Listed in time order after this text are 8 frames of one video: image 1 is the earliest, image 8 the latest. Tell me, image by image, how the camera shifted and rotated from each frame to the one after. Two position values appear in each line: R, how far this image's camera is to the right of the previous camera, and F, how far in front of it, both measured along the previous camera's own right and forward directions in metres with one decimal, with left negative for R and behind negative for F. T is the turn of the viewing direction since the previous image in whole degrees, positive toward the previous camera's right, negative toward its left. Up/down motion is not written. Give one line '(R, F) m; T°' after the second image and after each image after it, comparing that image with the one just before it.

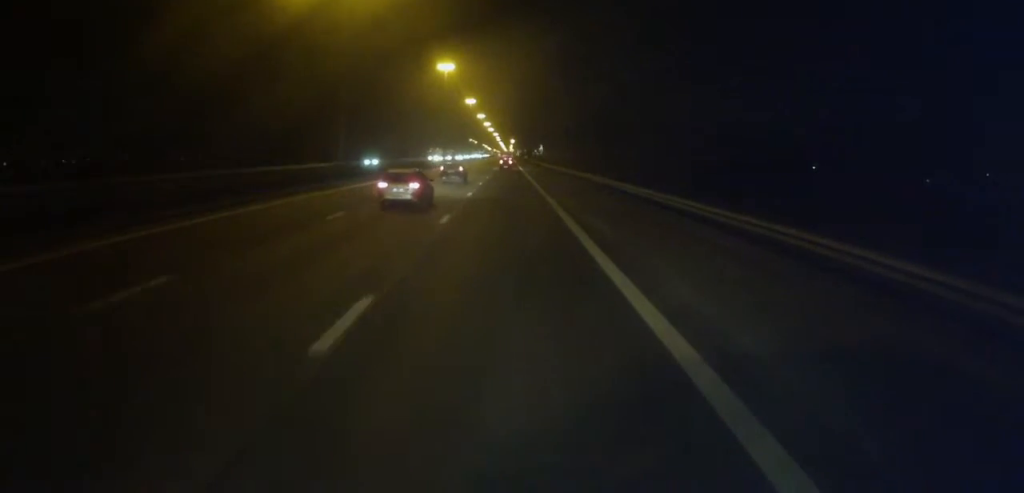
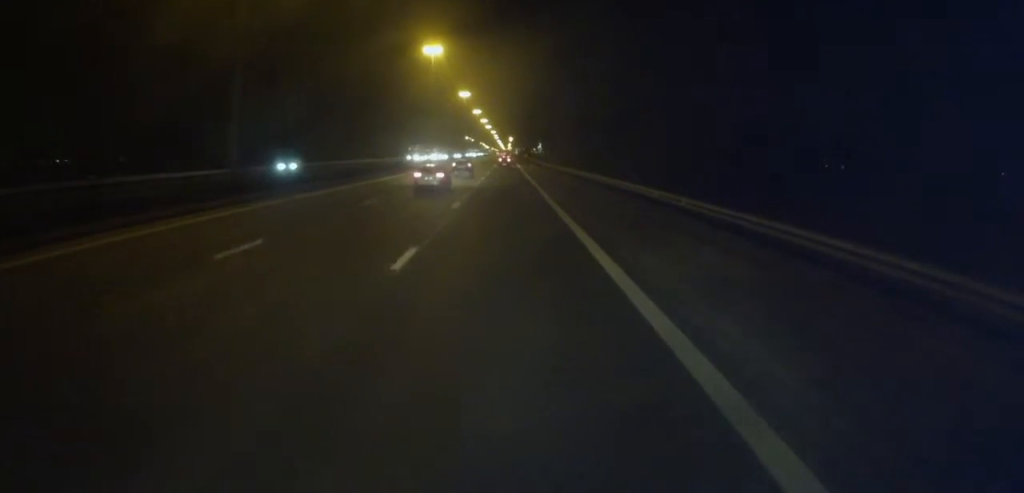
(-0.2, +20.4) m; 0°
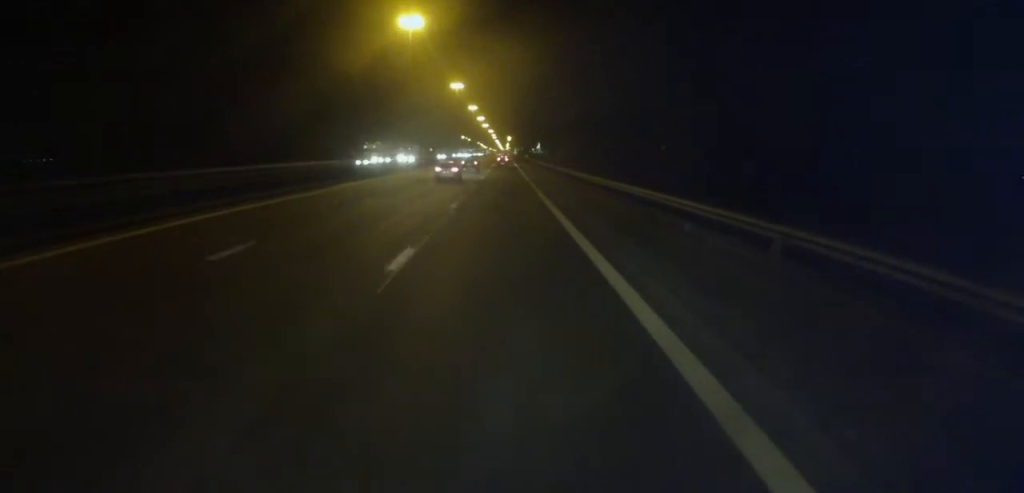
(+0.4, +25.1) m; 0°
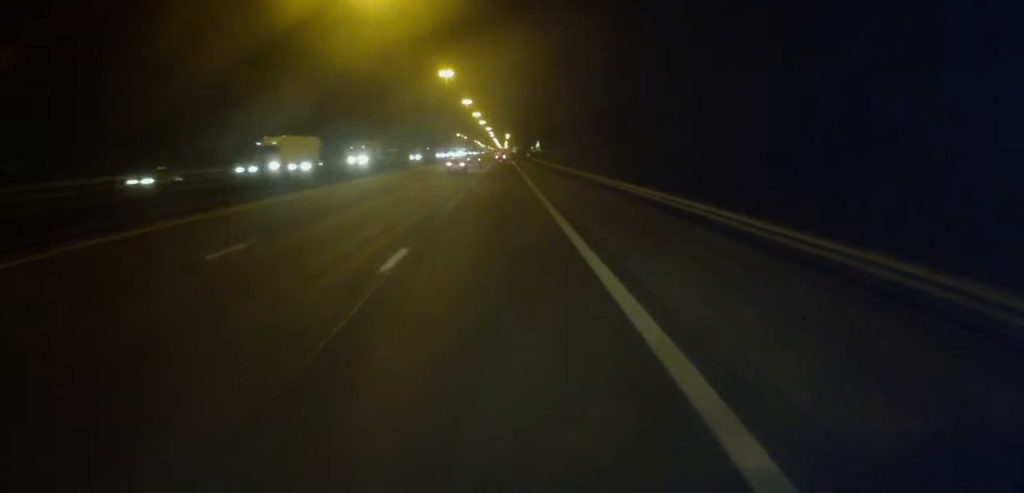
(-0.3, +25.1) m; 0°
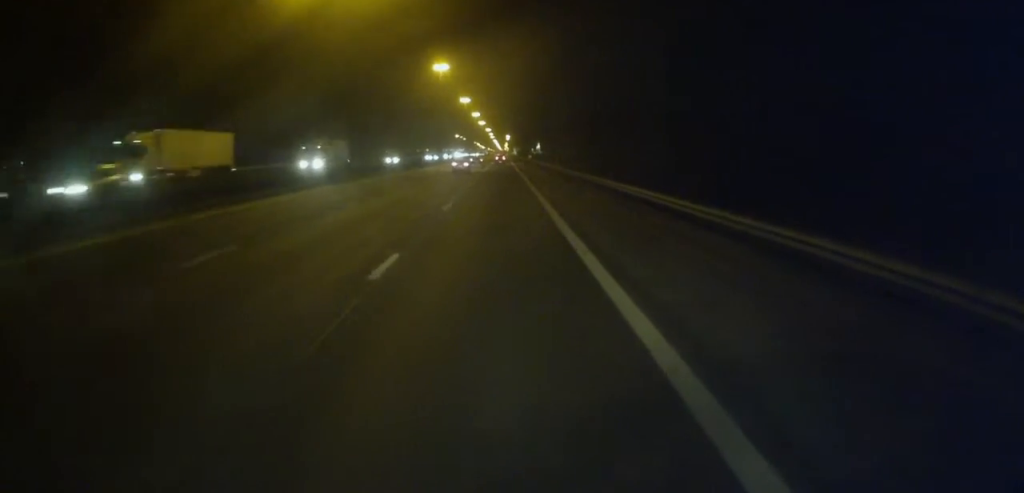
(+0.1, +13.4) m; 0°
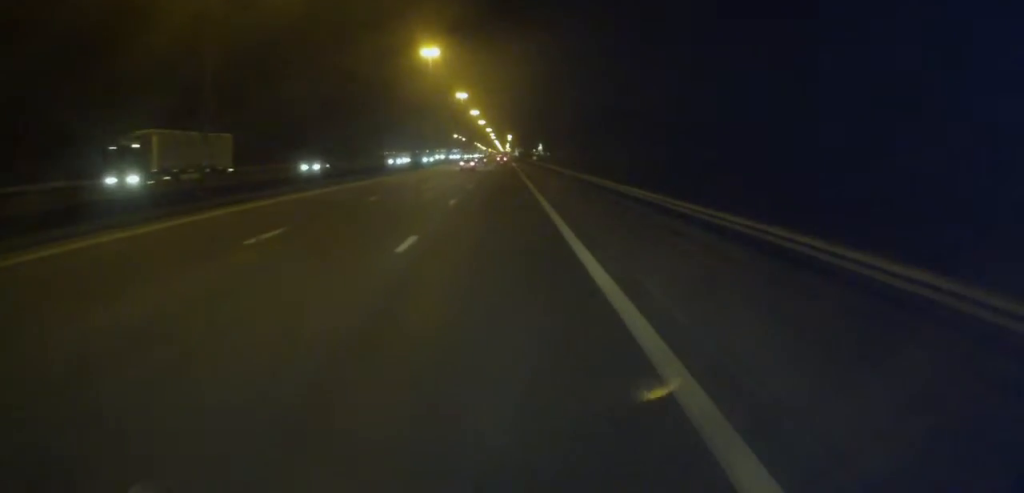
(+0.3, +22.0) m; 0°
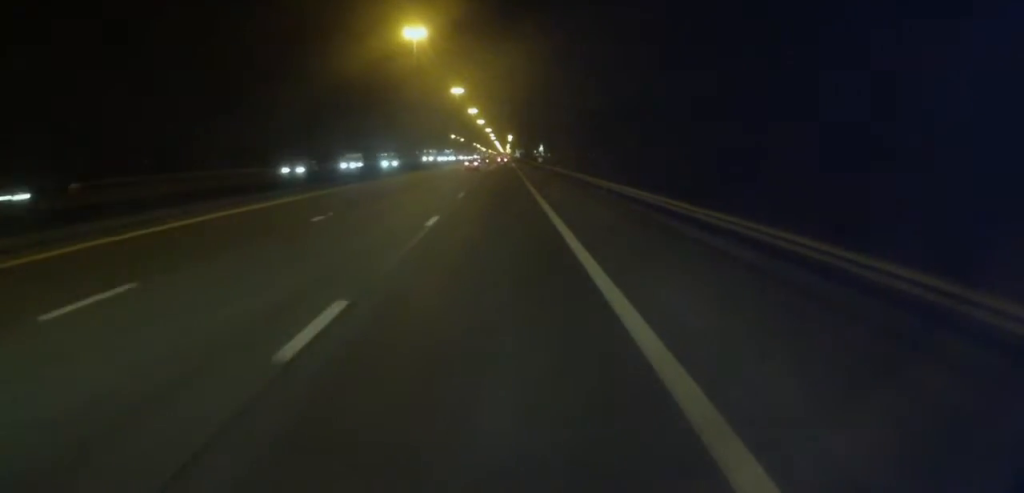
(-0.3, +19.7) m; 0°
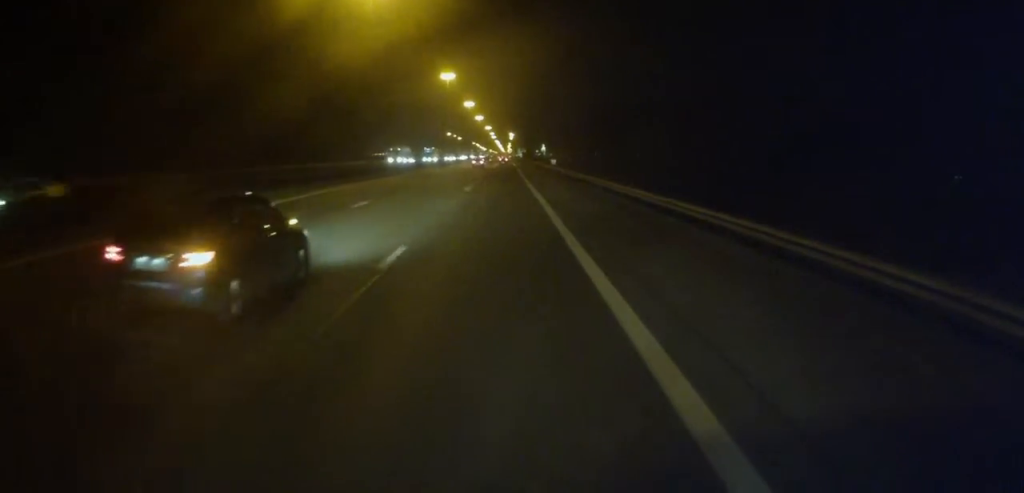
(+0.4, +32.2) m; +1°
